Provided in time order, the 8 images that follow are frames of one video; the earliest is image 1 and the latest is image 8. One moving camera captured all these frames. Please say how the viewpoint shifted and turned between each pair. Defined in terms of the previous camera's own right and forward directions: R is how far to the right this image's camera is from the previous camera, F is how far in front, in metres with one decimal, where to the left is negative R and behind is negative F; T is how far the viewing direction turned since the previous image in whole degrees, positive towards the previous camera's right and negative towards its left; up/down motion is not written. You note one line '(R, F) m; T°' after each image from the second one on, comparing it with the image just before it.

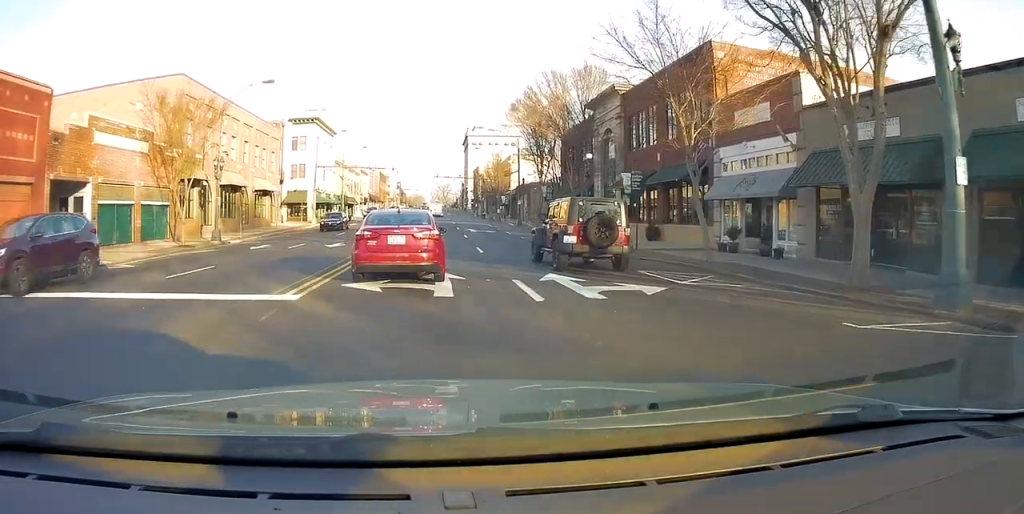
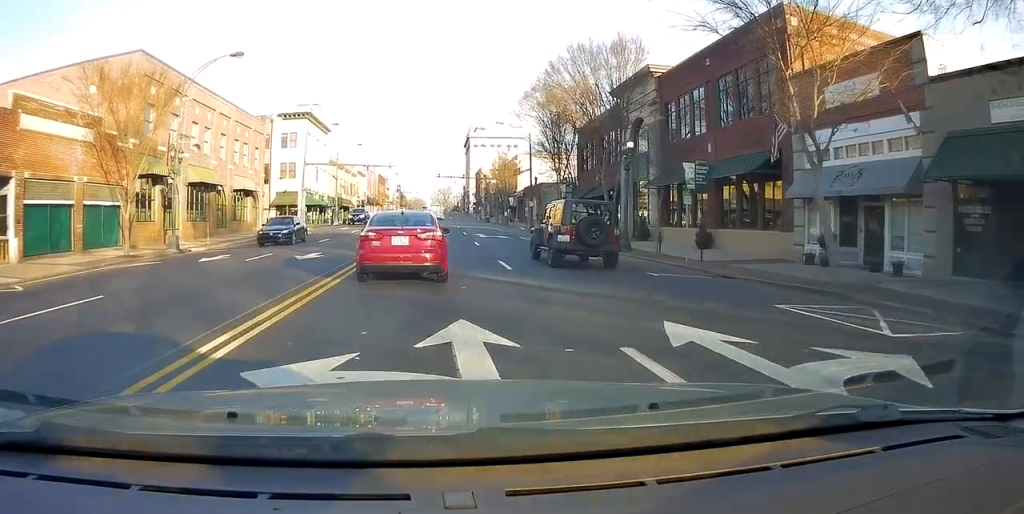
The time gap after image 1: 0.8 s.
(-0.4, +7.4) m; 0°
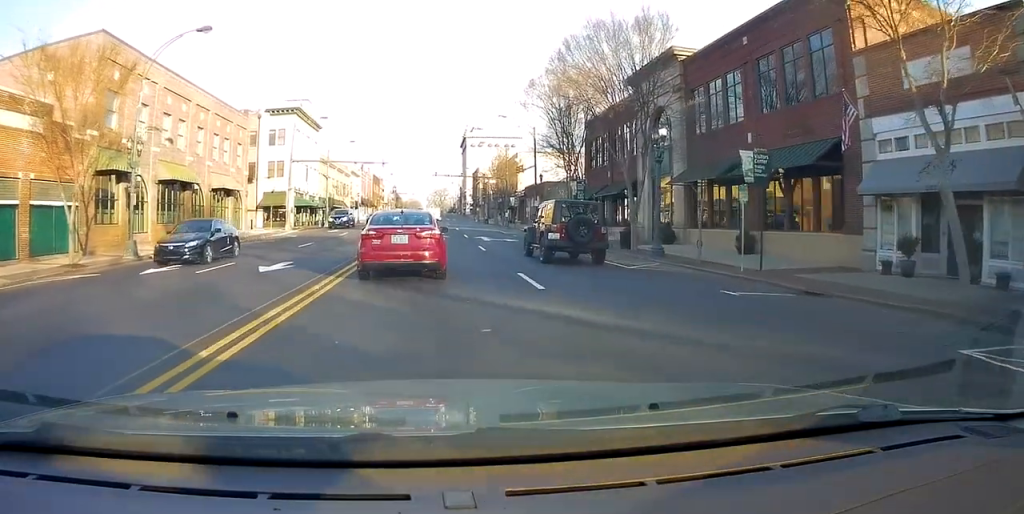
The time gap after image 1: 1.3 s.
(+0.3, +4.9) m; +1°
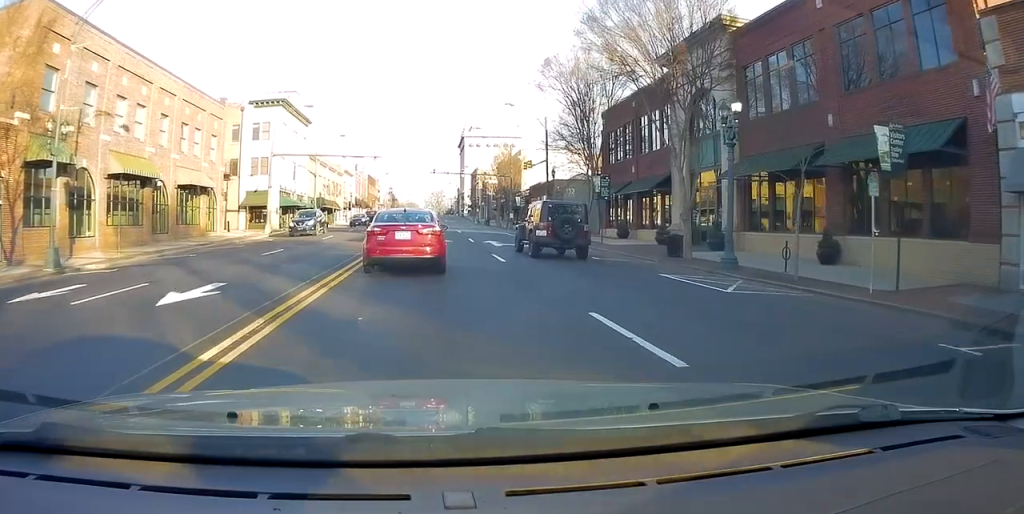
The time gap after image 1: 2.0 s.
(+0.2, +6.8) m; +2°
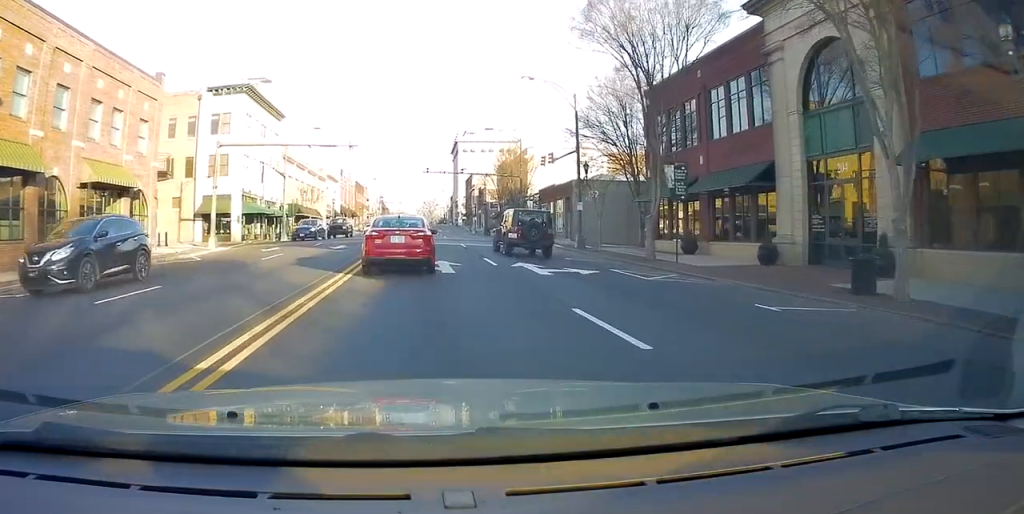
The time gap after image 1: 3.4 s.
(+0.3, +12.4) m; +4°
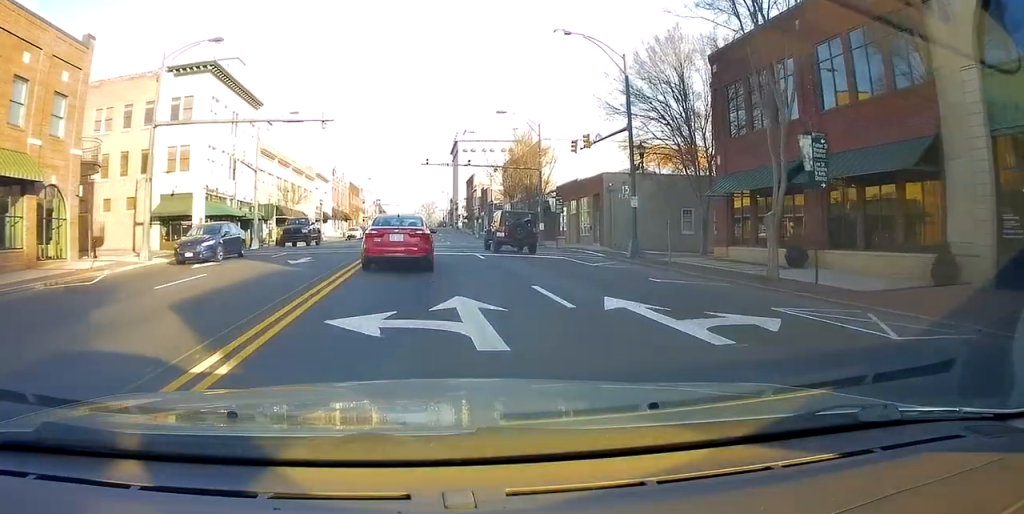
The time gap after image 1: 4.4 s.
(+0.3, +9.5) m; 0°
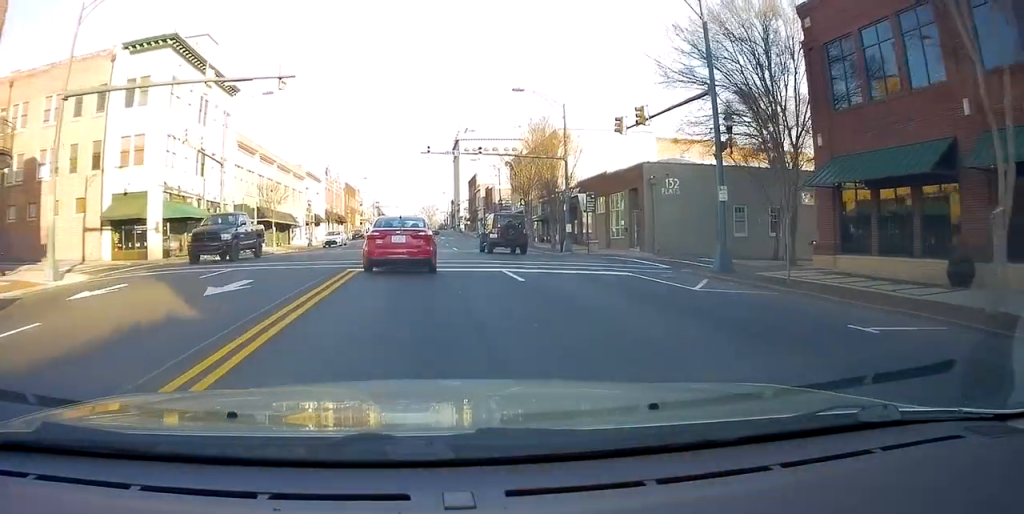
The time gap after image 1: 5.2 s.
(-0.1, +8.2) m; -2°
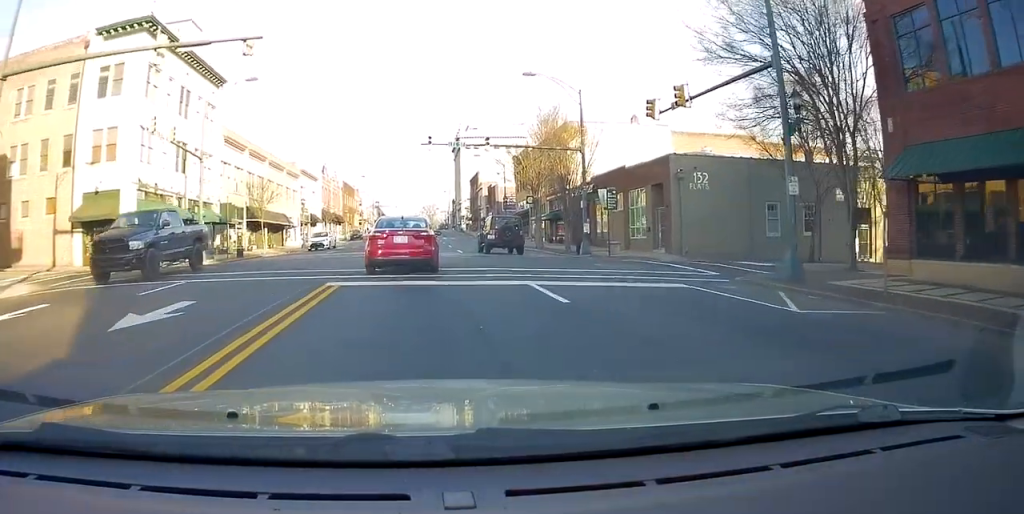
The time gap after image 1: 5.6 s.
(-0.1, +4.1) m; -1°
